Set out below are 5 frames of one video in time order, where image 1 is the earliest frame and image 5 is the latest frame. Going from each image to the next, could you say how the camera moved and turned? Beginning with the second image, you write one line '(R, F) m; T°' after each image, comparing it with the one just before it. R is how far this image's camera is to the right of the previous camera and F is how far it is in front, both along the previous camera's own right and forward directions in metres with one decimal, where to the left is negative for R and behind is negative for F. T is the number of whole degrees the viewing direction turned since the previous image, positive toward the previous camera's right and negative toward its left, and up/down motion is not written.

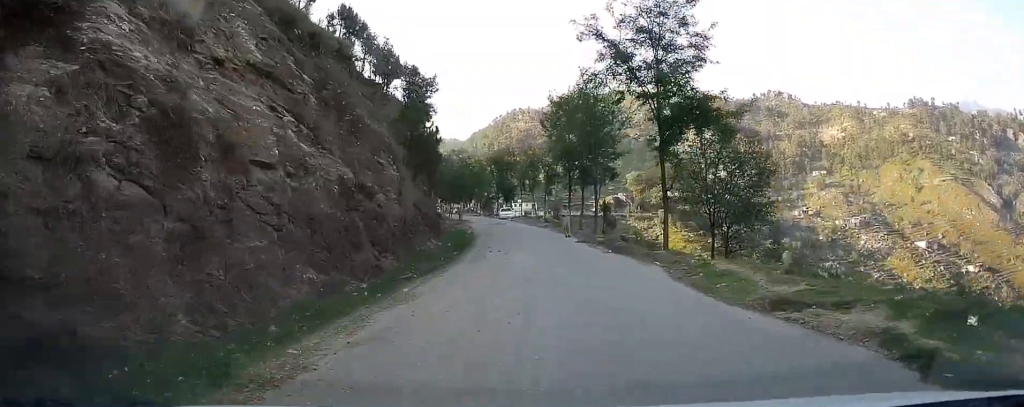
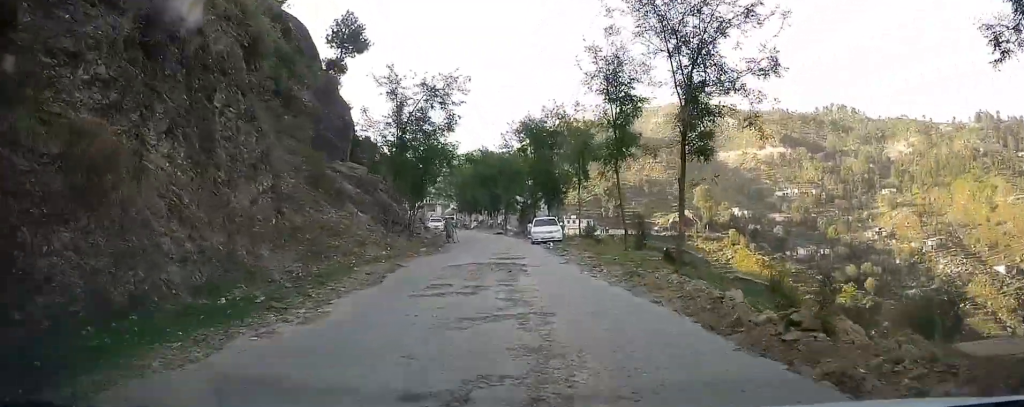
(-0.4, +40.7) m; -5°
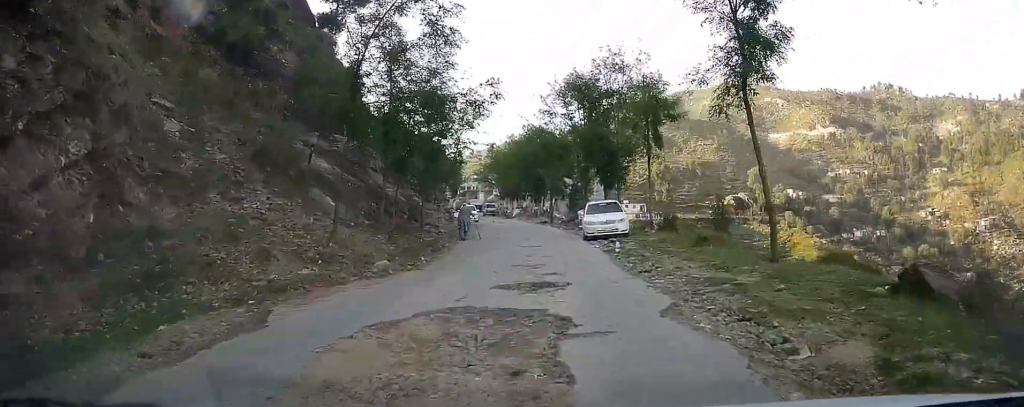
(-0.1, +12.3) m; -5°
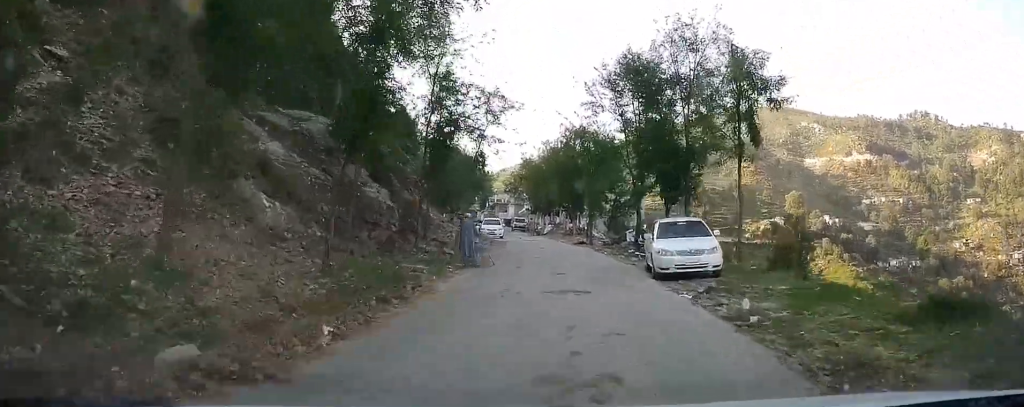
(-0.8, +10.2) m; -4°
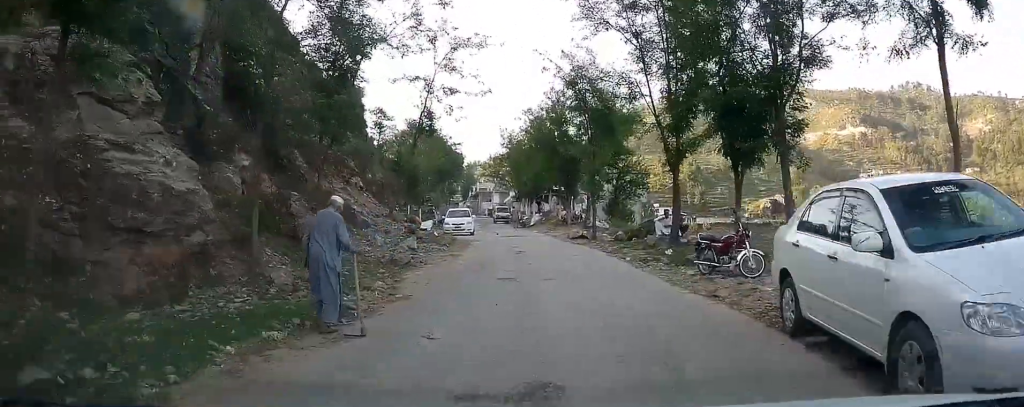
(0.0, +15.2) m; +2°
